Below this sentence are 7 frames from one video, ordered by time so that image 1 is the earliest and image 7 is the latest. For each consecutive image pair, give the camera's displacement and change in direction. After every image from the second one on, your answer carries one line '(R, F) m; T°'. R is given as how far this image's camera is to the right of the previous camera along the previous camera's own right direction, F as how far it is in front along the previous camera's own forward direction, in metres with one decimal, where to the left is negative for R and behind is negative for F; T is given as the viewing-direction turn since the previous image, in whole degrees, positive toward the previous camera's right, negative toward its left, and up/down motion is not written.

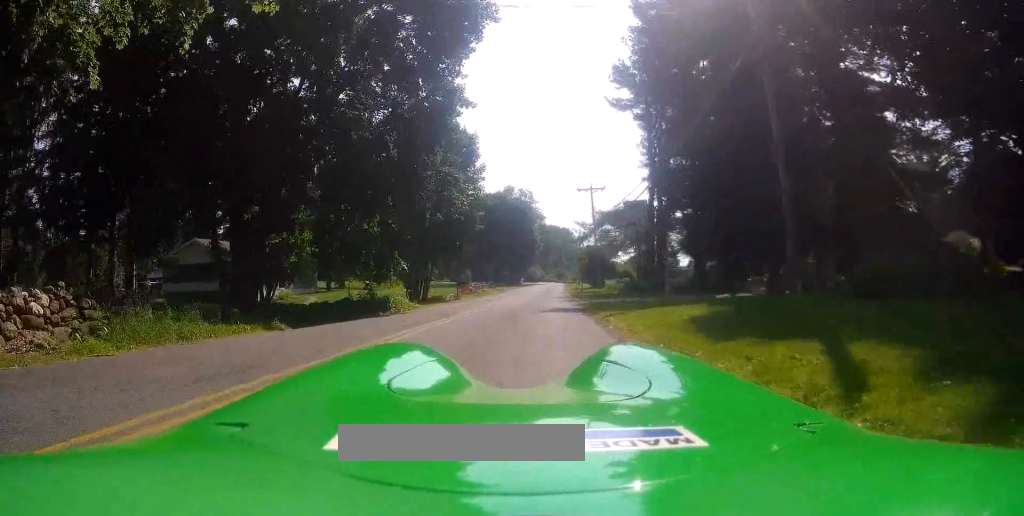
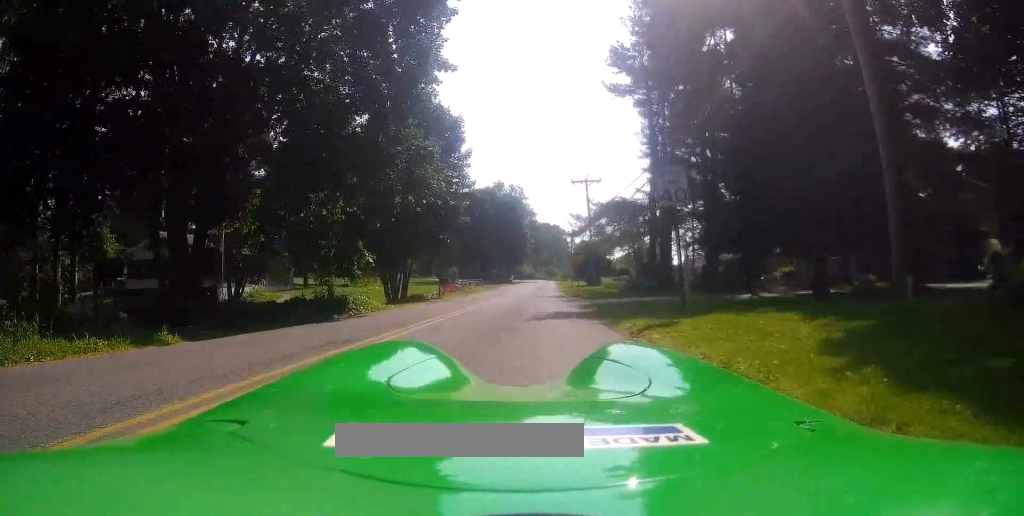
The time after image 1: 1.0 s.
(+0.2, +4.1) m; -2°
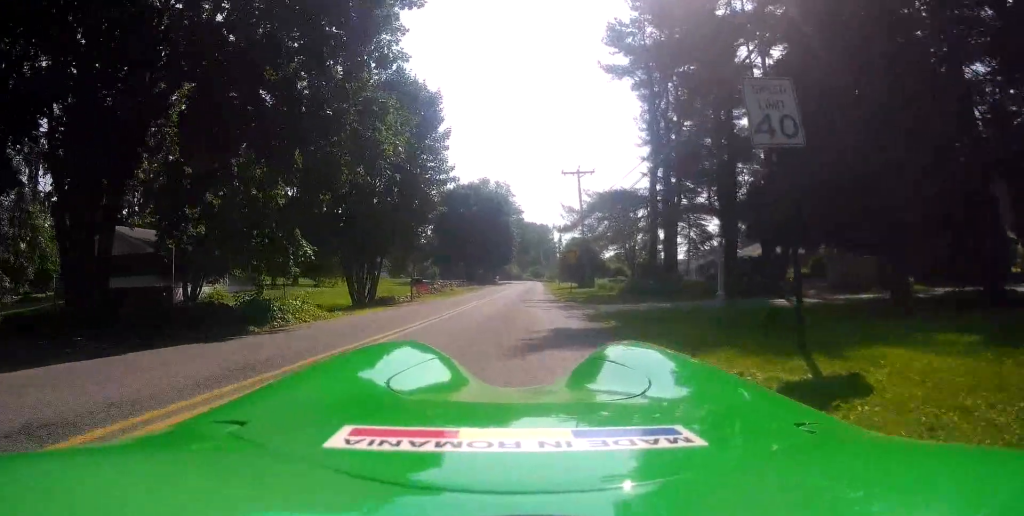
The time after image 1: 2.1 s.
(-0.4, +4.9) m; -4°
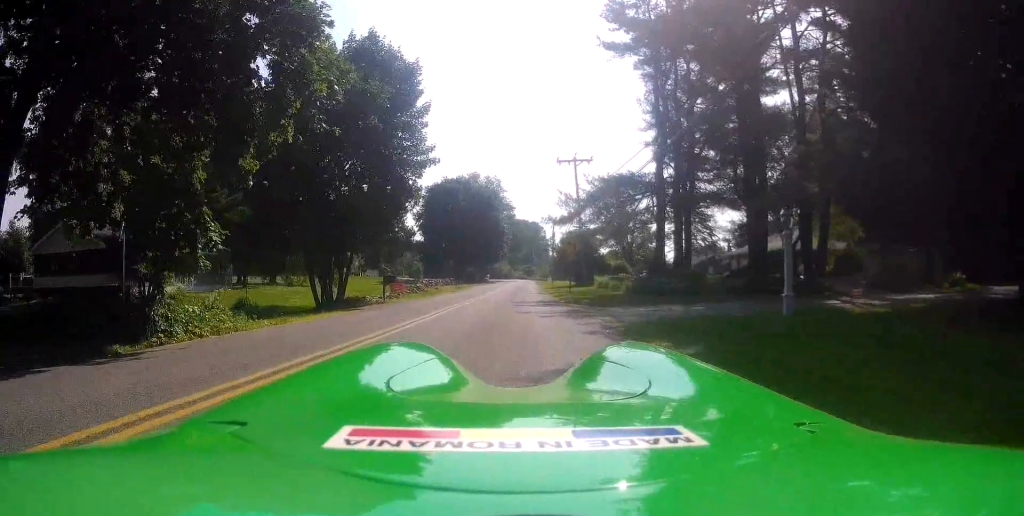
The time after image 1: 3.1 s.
(+0.1, +4.6) m; +2°
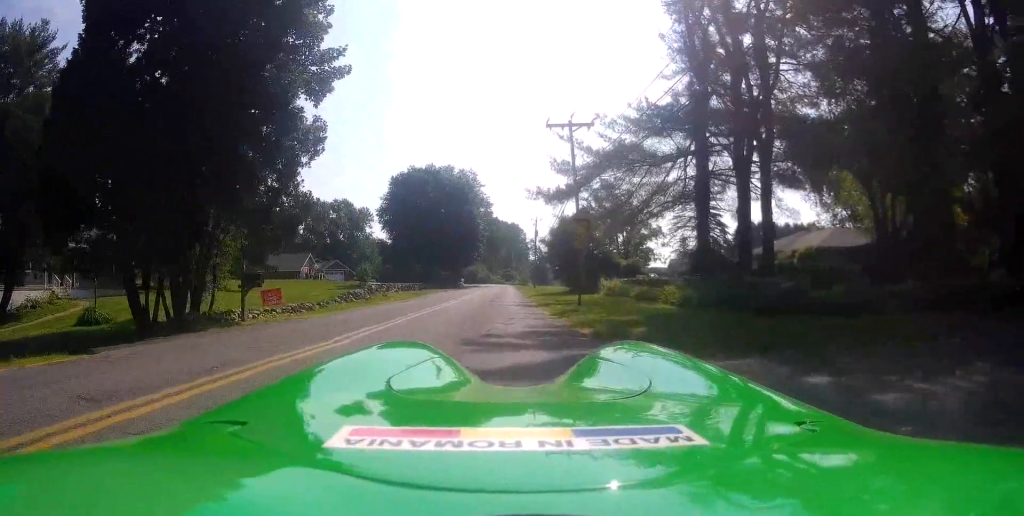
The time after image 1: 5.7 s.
(+0.9, +12.8) m; +6°
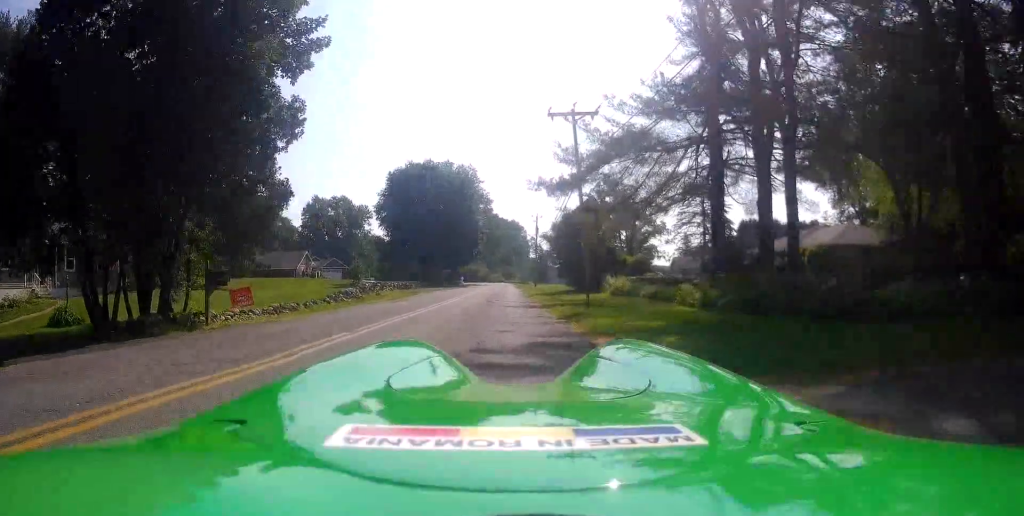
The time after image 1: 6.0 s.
(0.0, +2.0) m; 0°
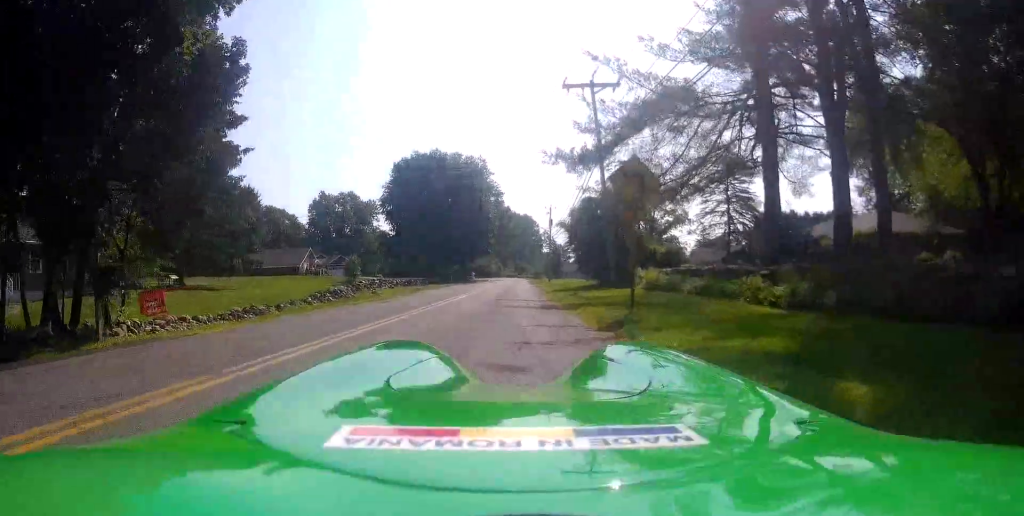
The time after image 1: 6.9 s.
(0.0, +4.4) m; 0°
